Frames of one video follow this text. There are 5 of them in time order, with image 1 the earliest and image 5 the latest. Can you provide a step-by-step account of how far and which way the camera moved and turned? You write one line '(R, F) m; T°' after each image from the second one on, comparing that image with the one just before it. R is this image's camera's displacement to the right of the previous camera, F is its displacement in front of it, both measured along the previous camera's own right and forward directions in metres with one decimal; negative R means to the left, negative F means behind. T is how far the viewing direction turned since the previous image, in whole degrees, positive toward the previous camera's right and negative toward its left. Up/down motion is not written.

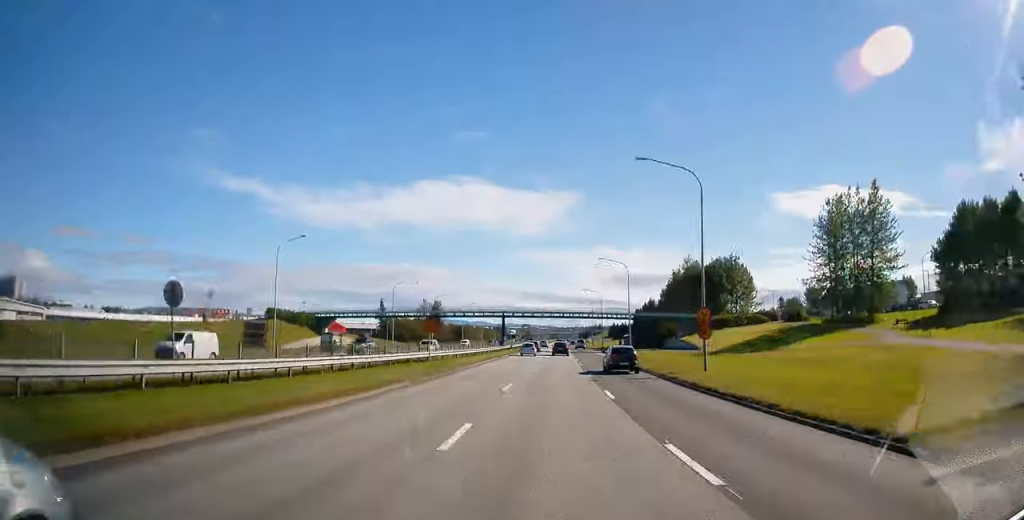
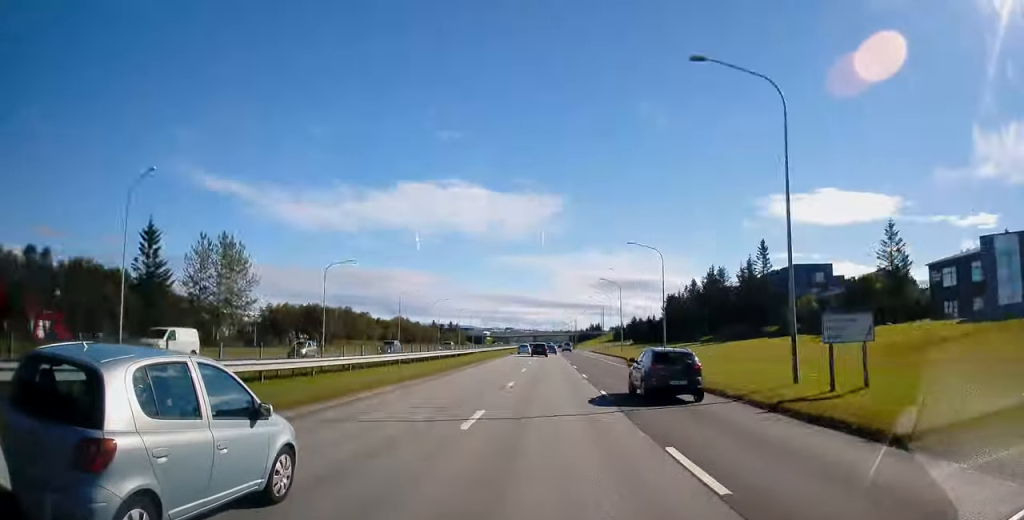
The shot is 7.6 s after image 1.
(+2.0, +140.2) m; +1°
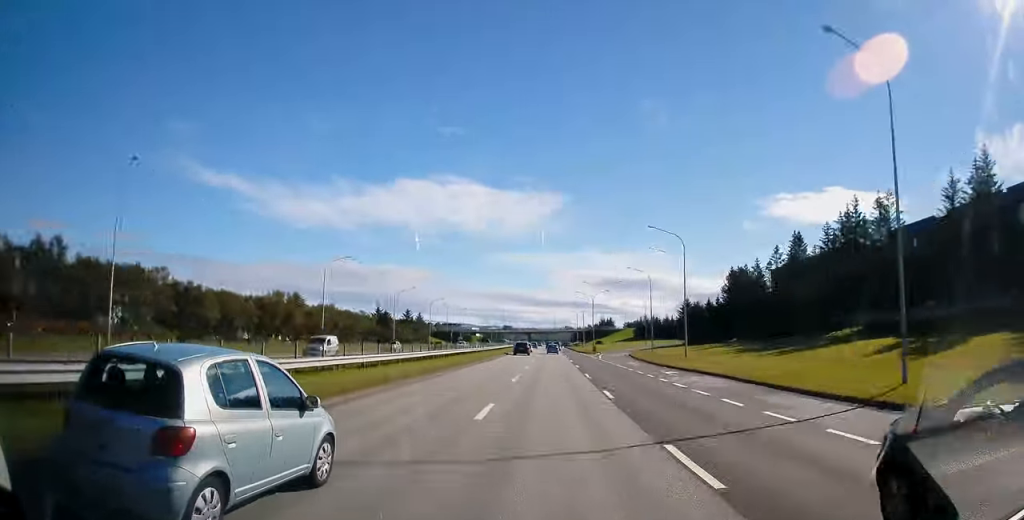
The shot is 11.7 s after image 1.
(+0.3, +81.1) m; 0°
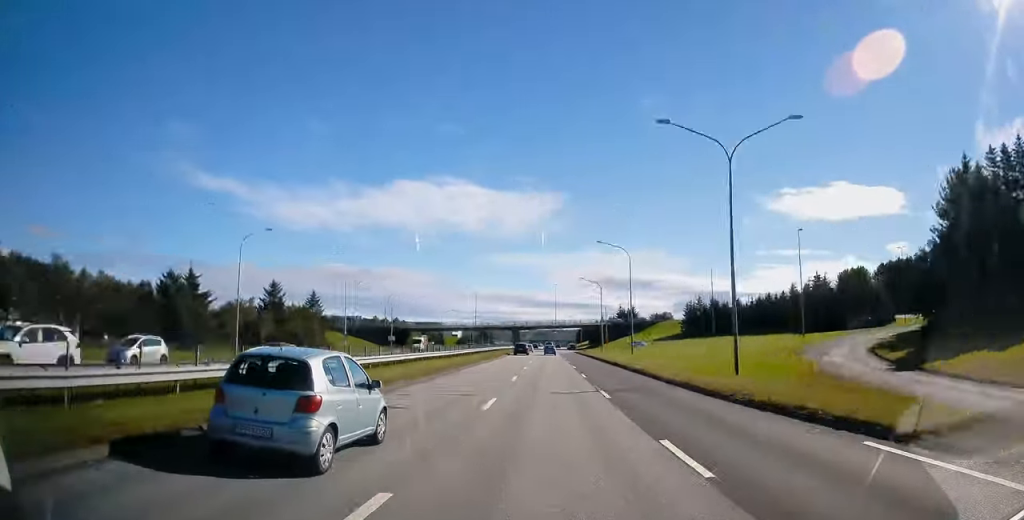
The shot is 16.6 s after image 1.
(0.0, +95.3) m; 0°
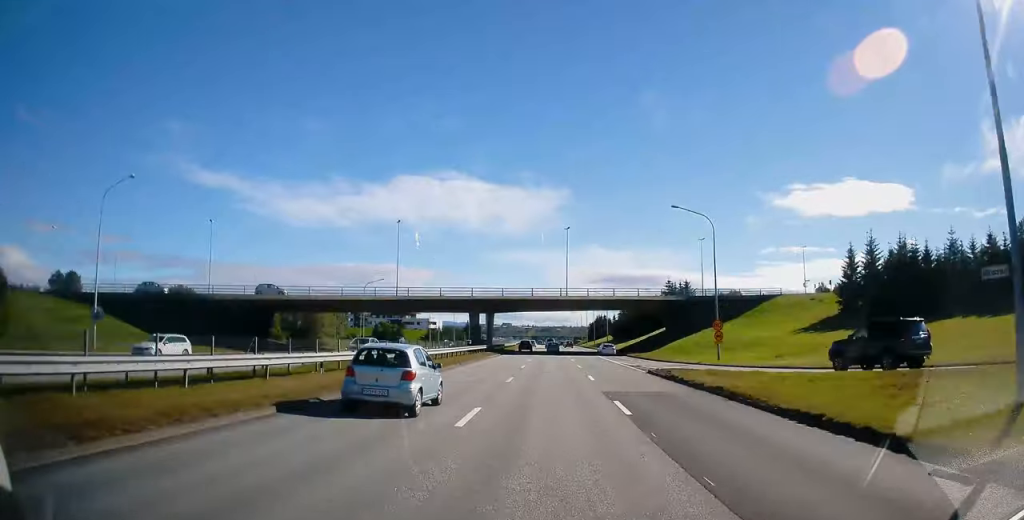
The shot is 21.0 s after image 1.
(-0.2, +87.3) m; 0°
